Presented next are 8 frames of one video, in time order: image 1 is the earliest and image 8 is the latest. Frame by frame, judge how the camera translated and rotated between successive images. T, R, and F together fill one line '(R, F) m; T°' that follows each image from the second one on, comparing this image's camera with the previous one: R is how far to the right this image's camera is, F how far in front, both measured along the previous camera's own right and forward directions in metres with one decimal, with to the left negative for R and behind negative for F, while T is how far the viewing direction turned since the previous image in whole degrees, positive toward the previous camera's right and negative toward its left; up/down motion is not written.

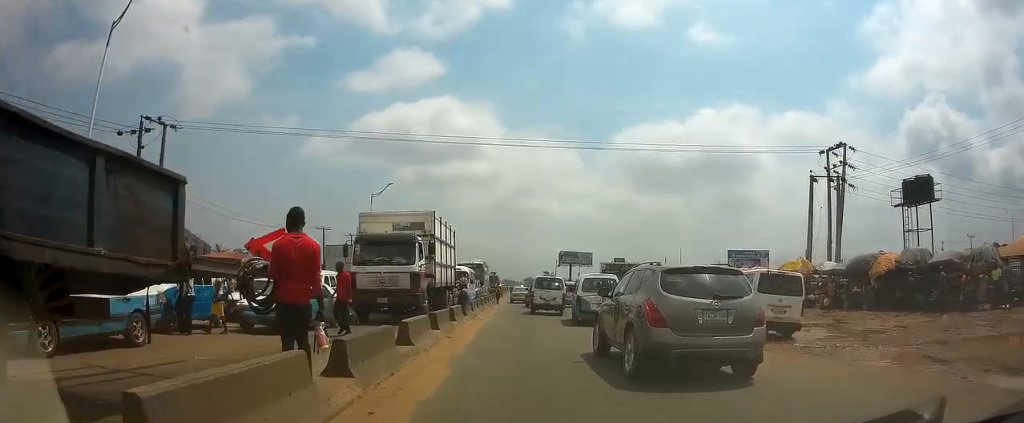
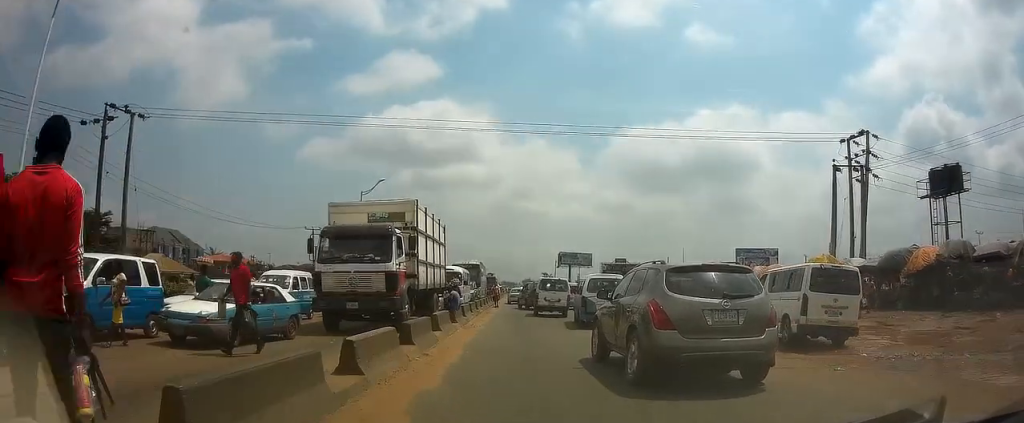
(0.0, +3.1) m; -1°
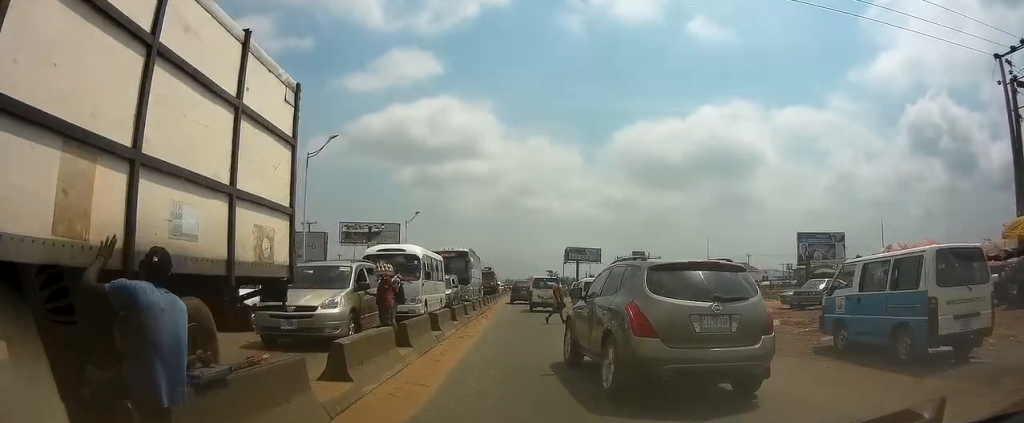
(-0.1, +15.2) m; -2°
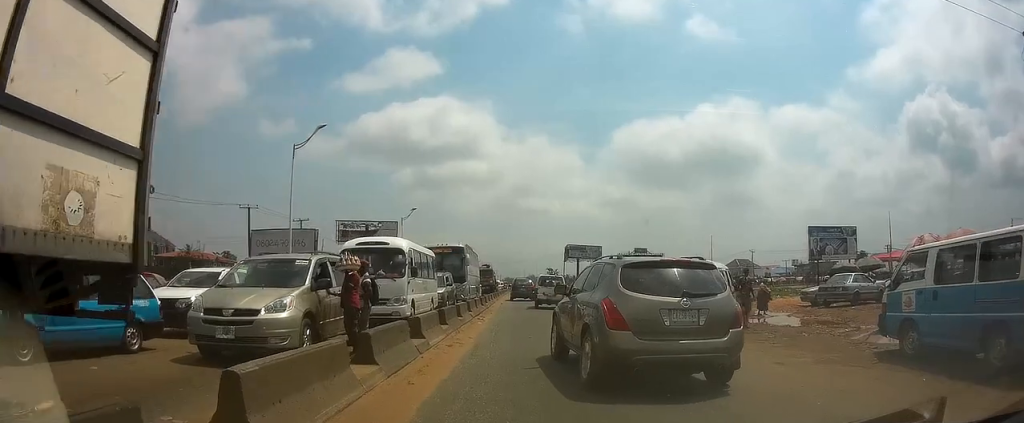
(0.0, +2.4) m; 0°
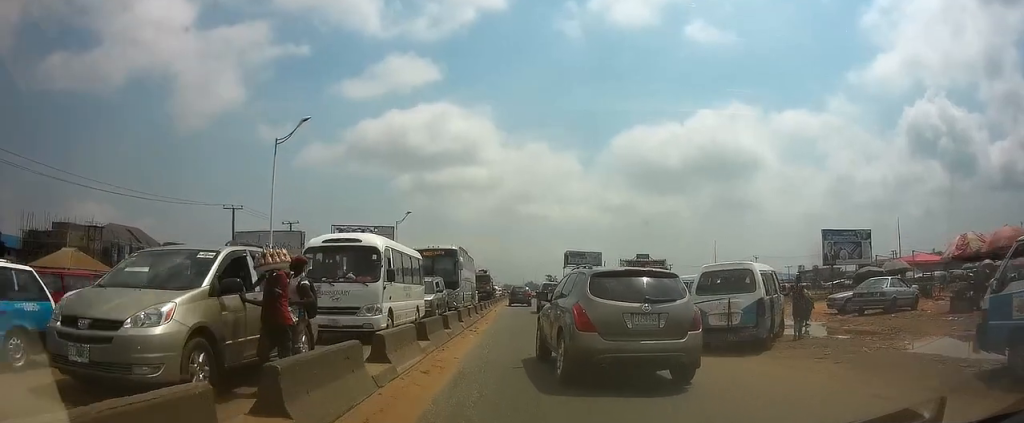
(0.0, +2.7) m; +2°
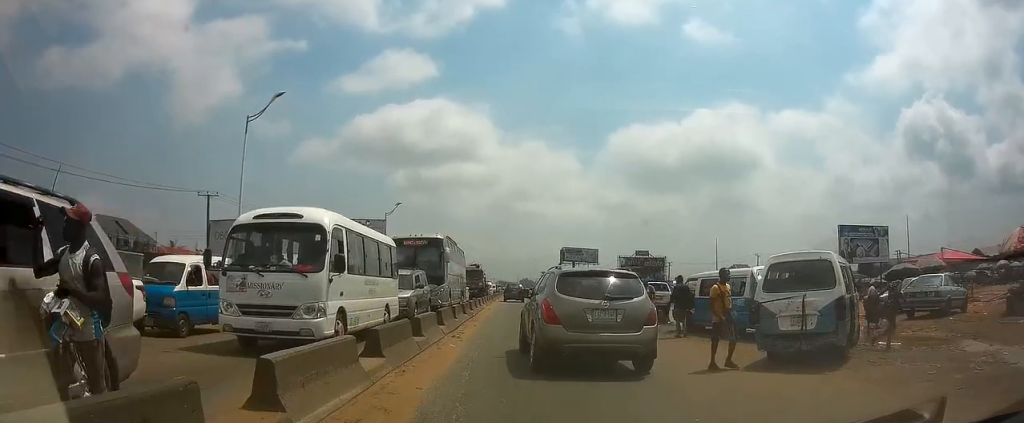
(+0.1, +3.7) m; 0°
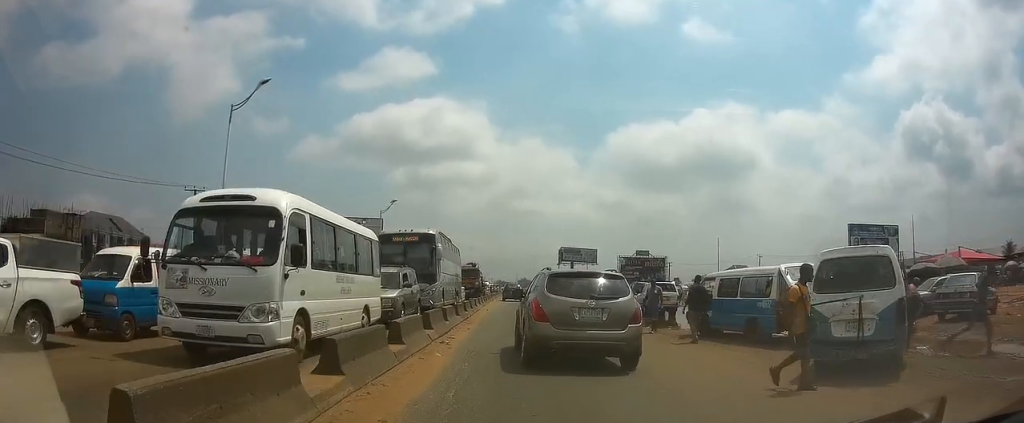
(0.0, +1.9) m; 0°
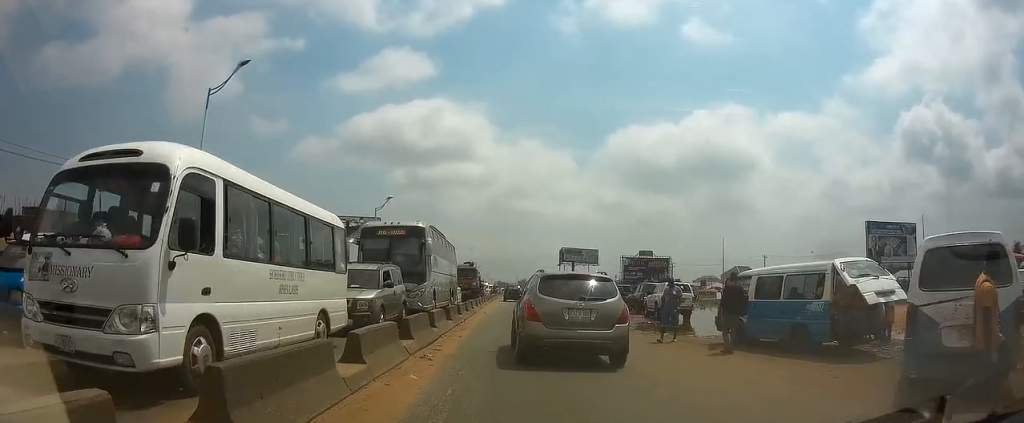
(-0.1, +2.5) m; 0°
